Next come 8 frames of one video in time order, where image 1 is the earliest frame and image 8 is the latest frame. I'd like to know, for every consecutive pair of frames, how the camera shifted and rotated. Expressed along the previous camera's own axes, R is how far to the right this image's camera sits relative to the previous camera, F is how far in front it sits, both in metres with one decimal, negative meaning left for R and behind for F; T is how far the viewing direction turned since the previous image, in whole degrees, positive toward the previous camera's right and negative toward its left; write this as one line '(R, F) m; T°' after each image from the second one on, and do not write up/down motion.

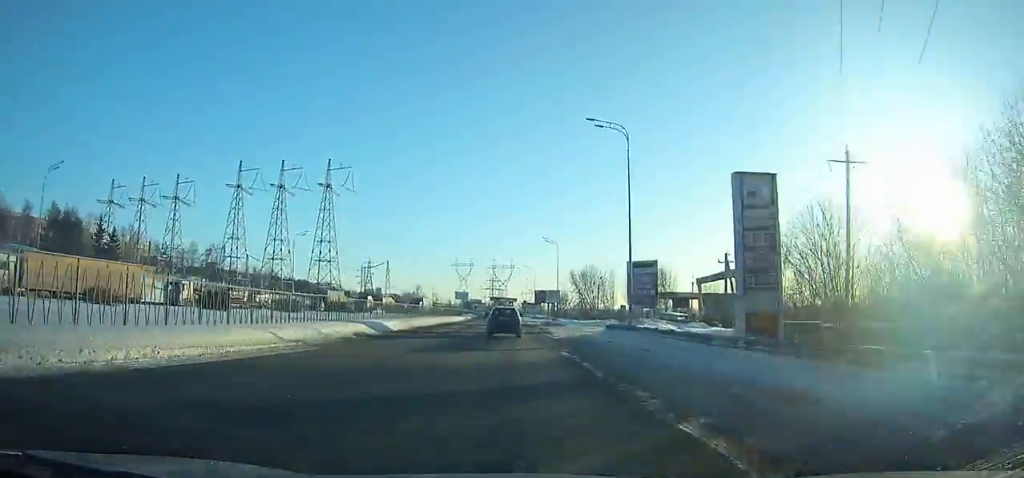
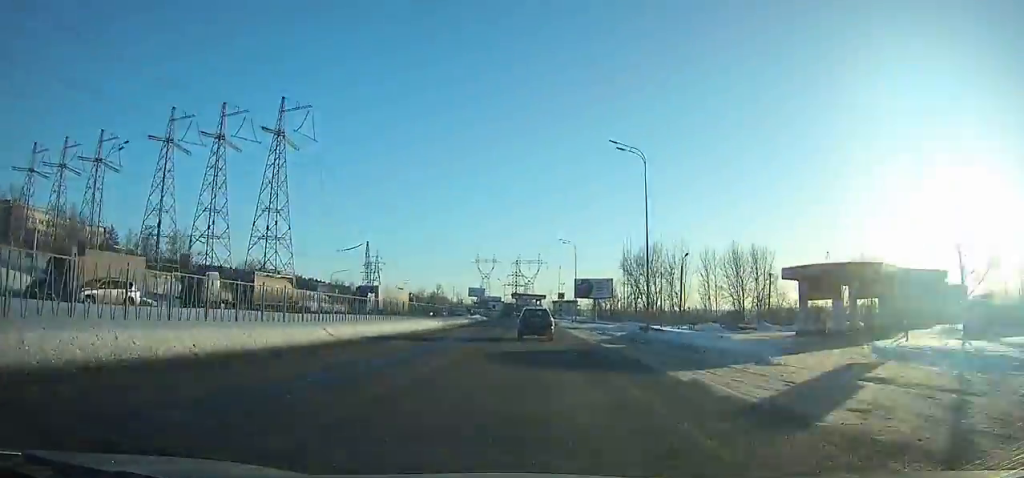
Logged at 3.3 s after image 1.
(-1.0, +45.7) m; -2°
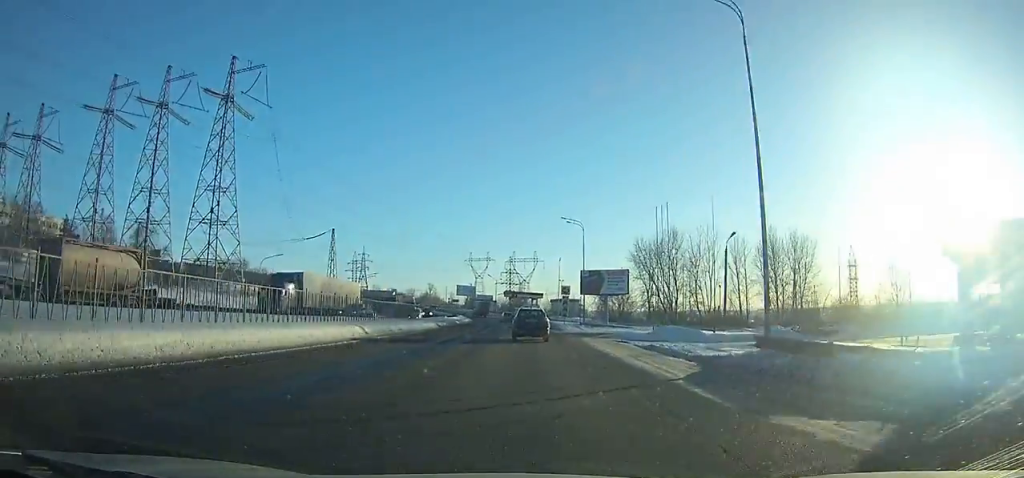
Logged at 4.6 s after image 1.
(-0.1, +18.9) m; 0°
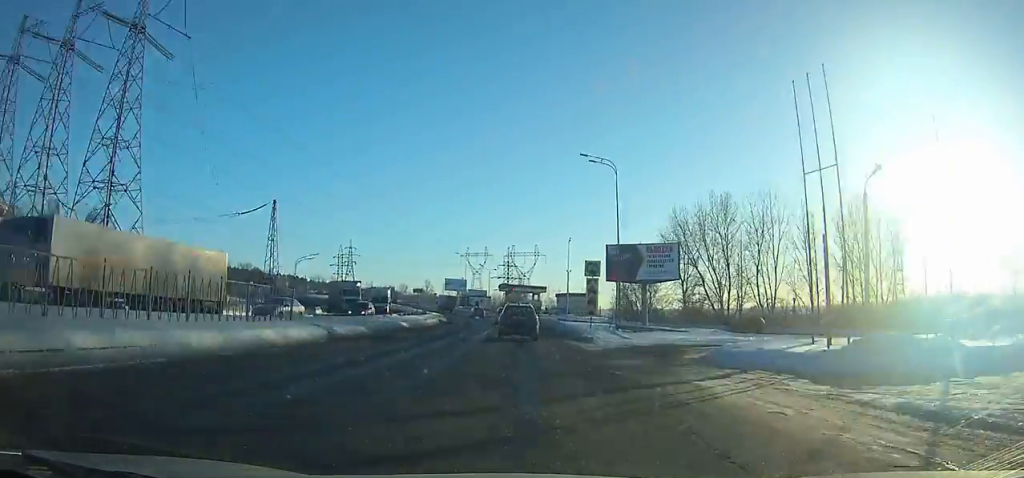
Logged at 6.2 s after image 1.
(0.0, +23.6) m; -1°
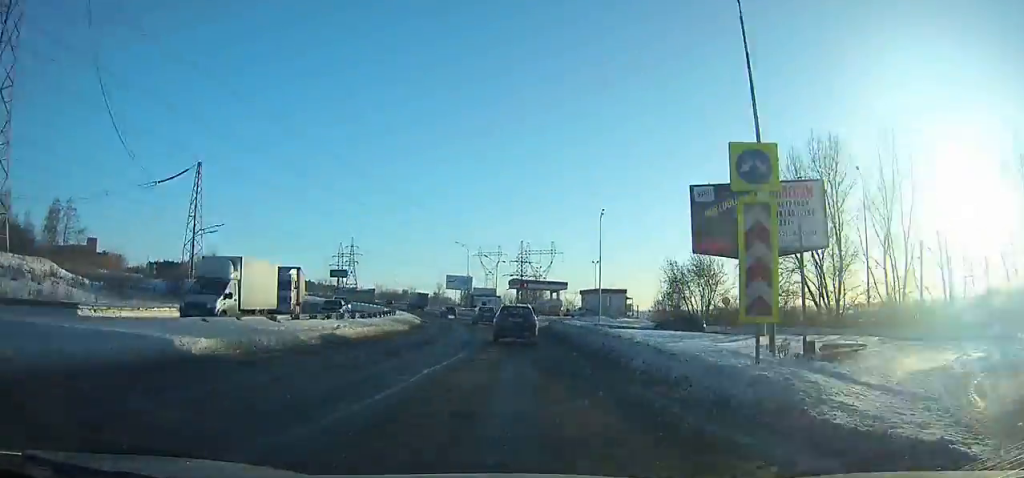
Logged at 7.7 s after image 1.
(+0.3, +22.0) m; -2°
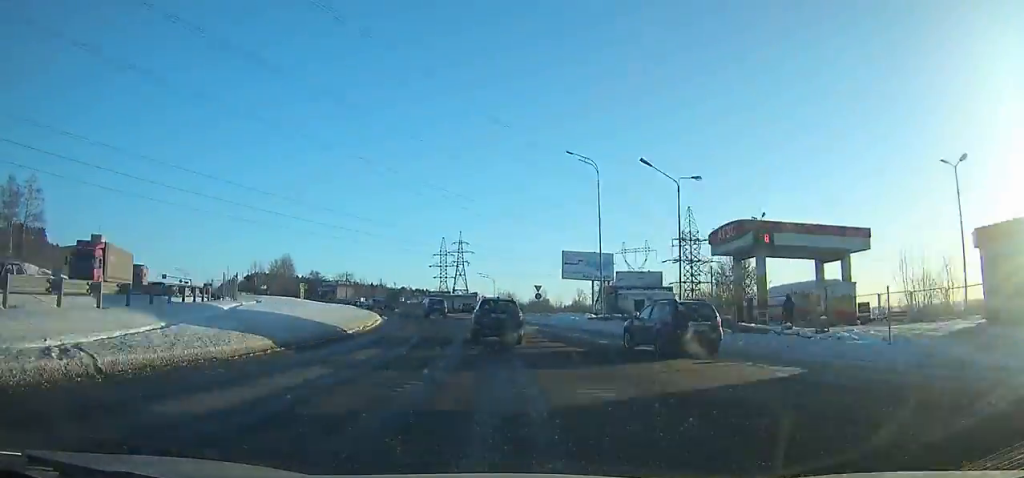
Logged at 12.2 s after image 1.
(-6.7, +61.6) m; -14°
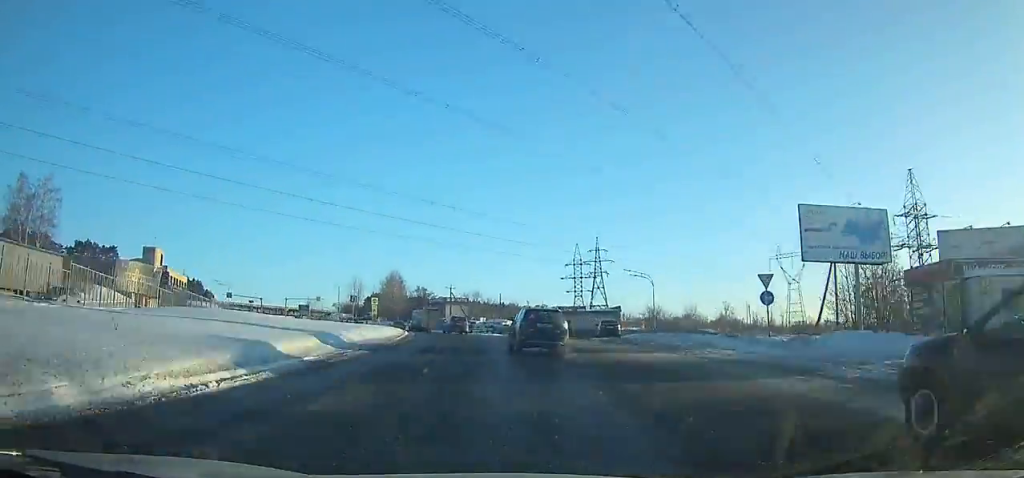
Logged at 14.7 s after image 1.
(-2.9, +33.8) m; -10°
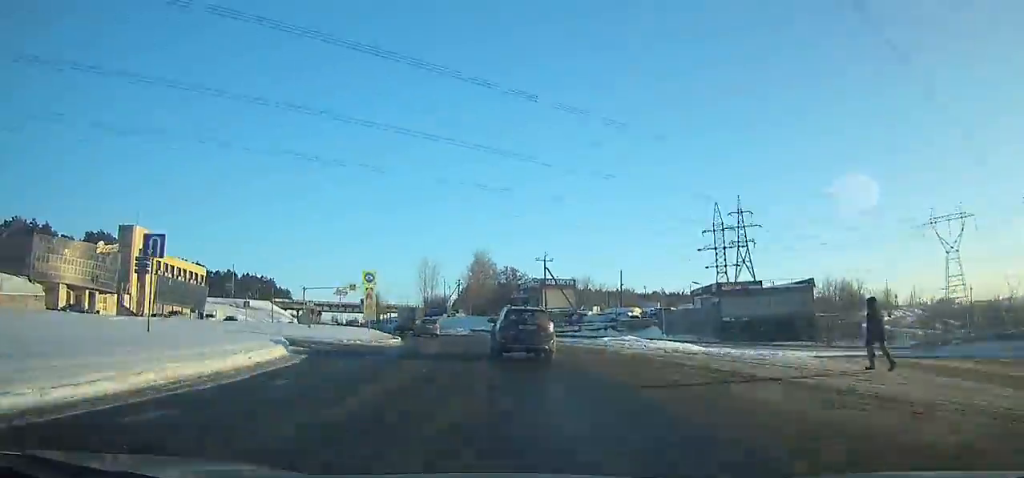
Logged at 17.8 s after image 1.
(-4.8, +42.6) m; -13°
